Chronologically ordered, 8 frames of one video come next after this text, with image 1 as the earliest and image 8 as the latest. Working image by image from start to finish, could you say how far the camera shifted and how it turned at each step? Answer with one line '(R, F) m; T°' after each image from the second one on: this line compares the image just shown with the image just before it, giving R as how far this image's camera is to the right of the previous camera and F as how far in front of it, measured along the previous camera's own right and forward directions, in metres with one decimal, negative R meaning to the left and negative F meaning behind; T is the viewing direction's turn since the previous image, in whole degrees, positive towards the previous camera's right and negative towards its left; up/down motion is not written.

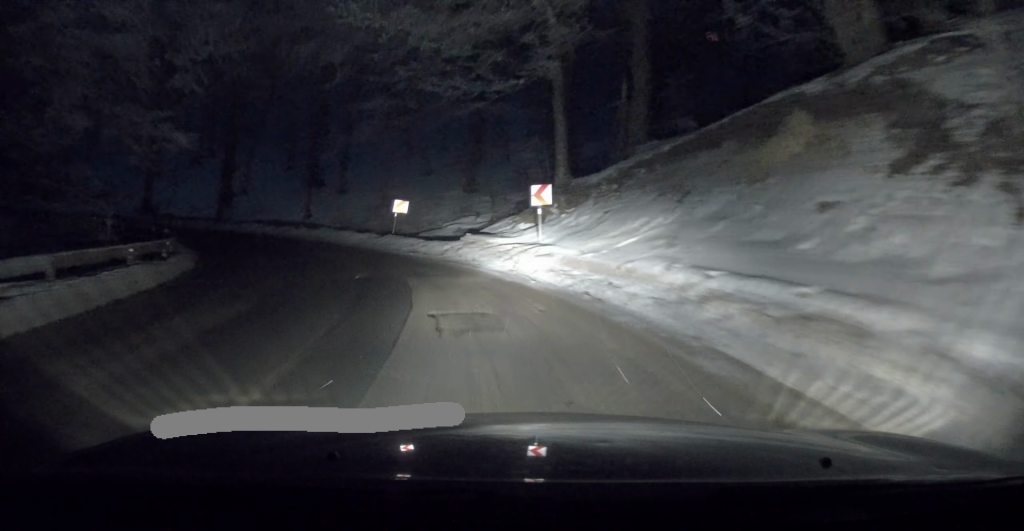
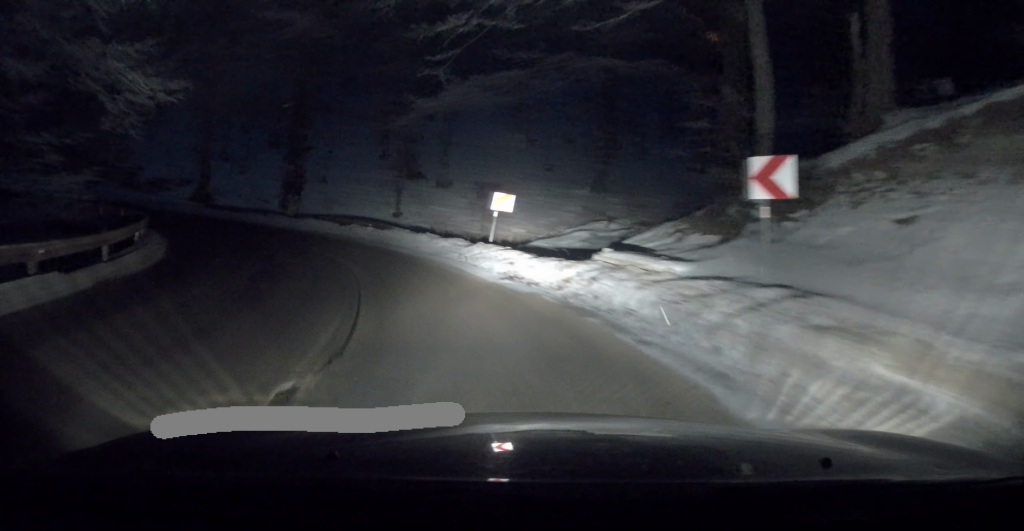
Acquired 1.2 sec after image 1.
(-1.0, +8.8) m; -16°
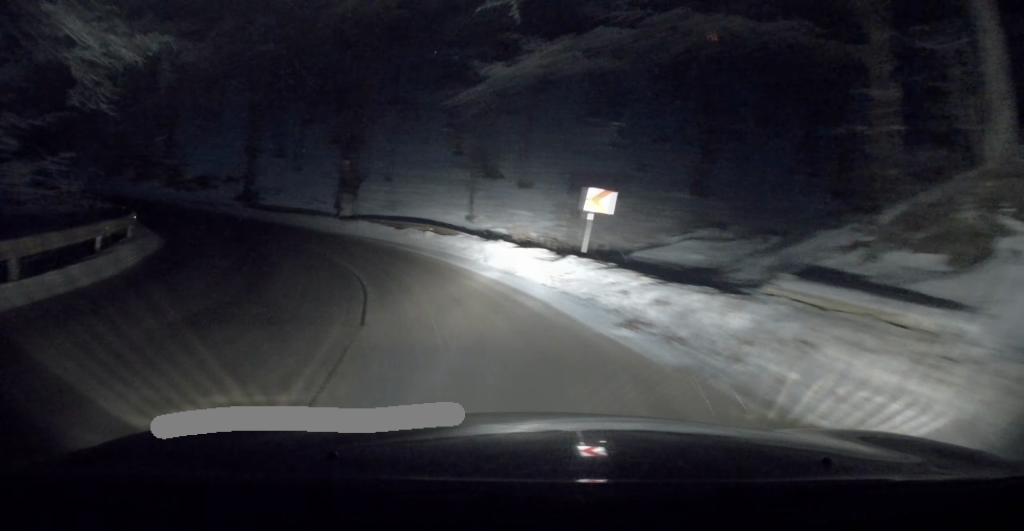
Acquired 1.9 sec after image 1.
(-0.5, +4.6) m; -13°
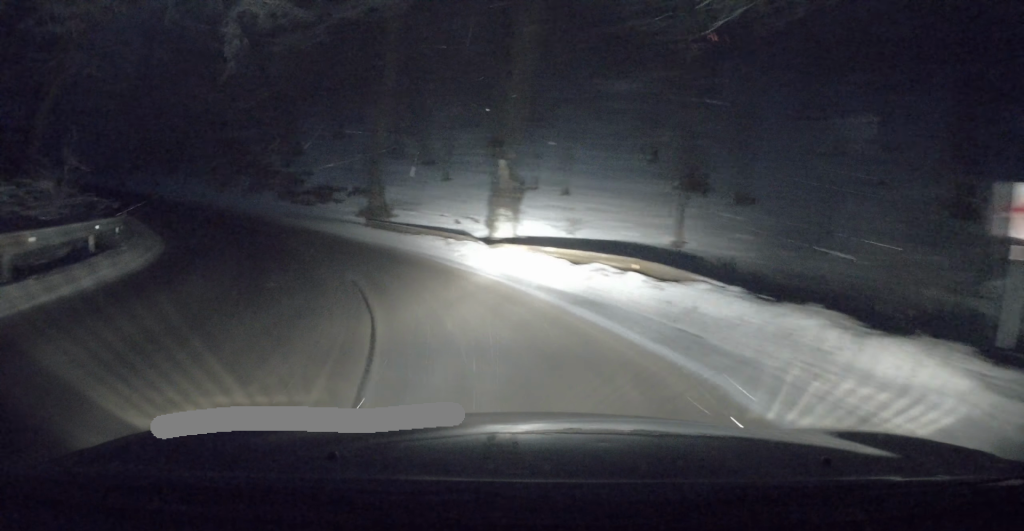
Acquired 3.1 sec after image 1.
(-1.4, +8.2) m; -10°
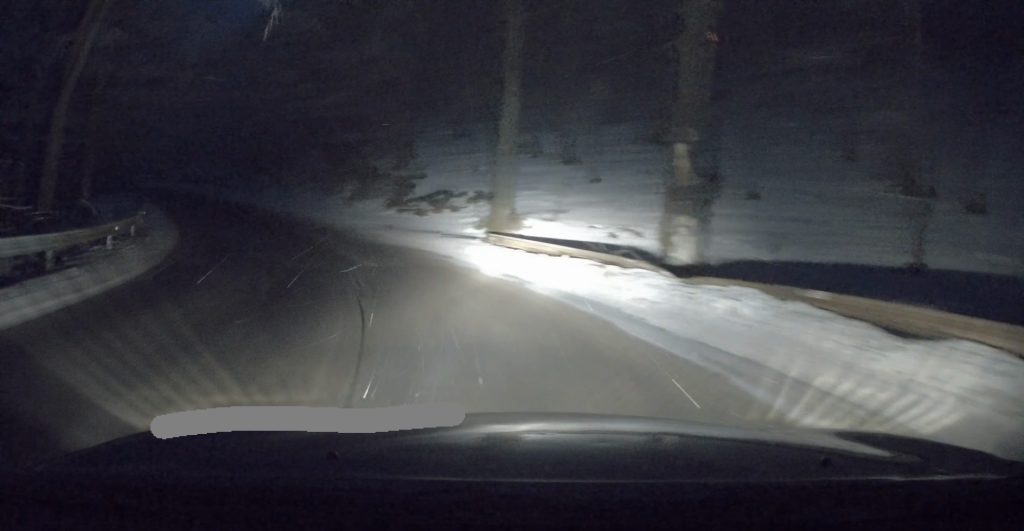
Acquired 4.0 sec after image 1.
(+0.2, +6.8) m; -4°
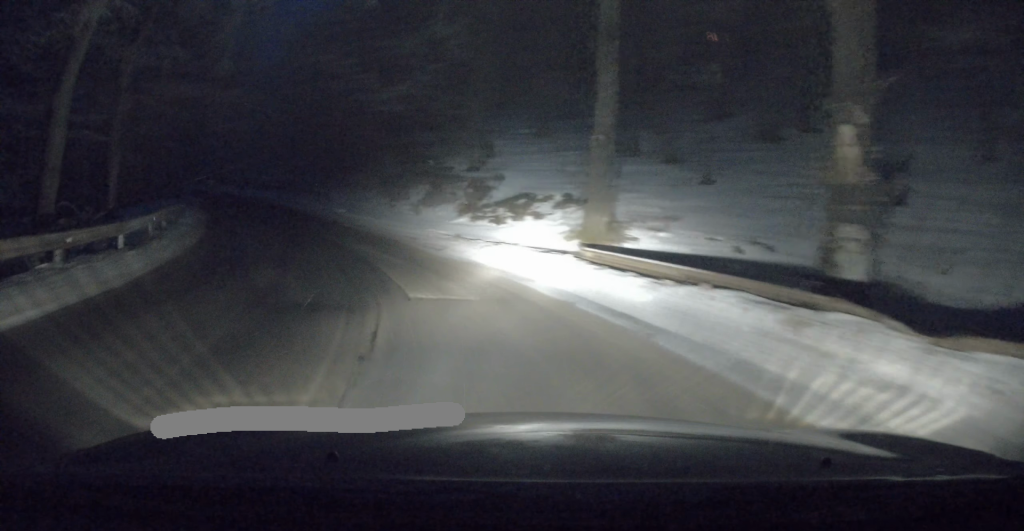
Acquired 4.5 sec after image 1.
(-0.3, +4.2) m; -3°
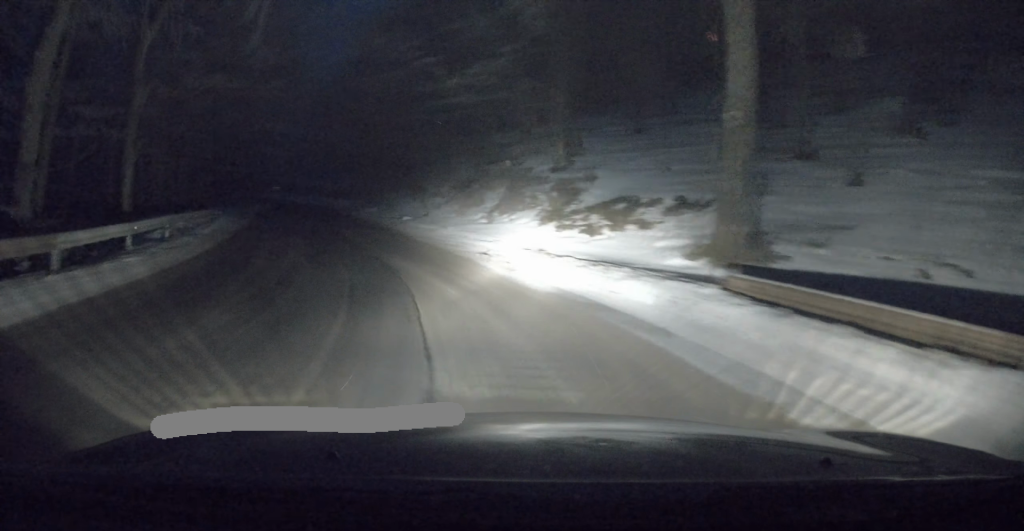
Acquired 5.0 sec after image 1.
(-0.3, +4.6) m; -3°
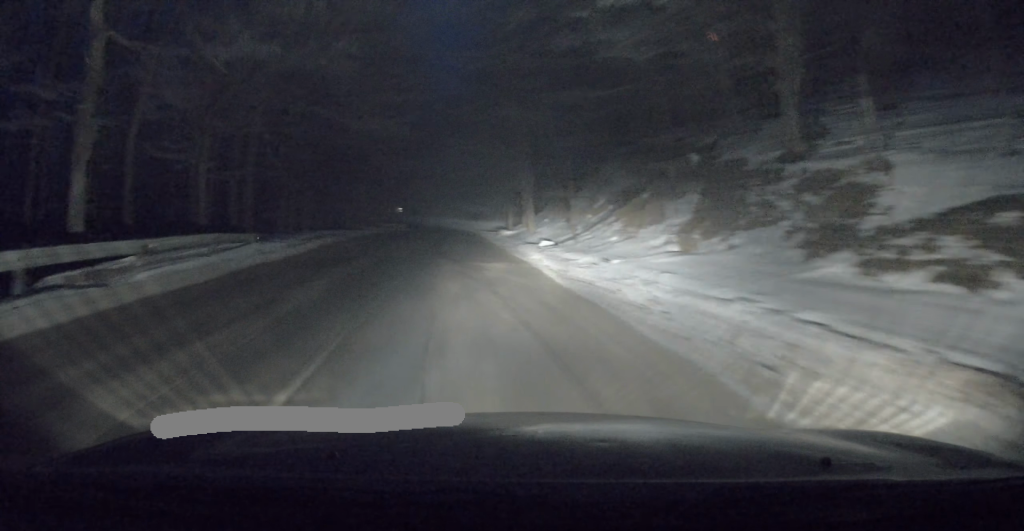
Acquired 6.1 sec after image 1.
(-0.3, +9.8) m; -14°
